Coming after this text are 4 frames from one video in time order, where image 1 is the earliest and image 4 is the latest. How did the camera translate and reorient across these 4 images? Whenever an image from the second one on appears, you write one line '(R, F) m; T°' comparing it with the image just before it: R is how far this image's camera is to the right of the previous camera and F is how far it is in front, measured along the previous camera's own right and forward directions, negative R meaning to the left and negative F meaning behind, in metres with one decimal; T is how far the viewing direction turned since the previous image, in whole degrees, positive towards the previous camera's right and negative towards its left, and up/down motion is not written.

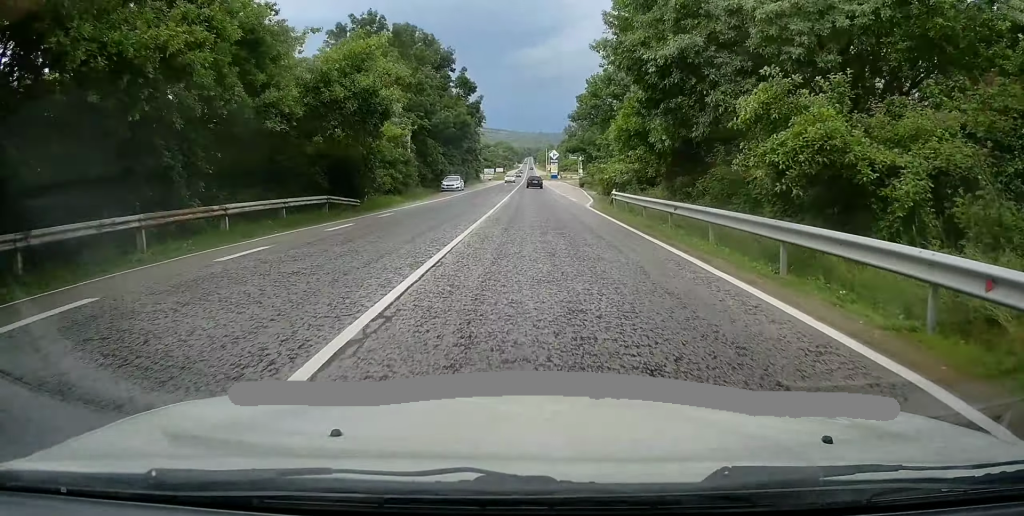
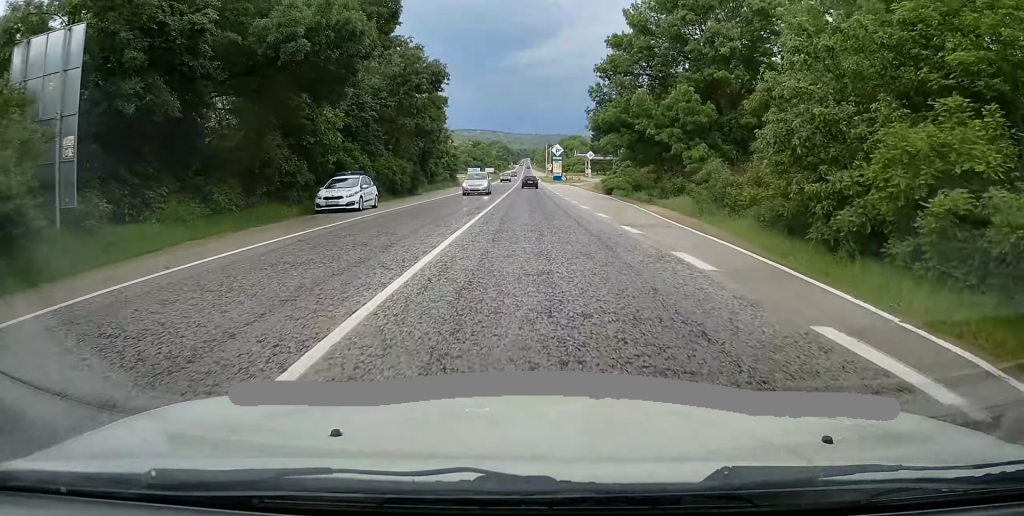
(+0.9, +34.5) m; +2°
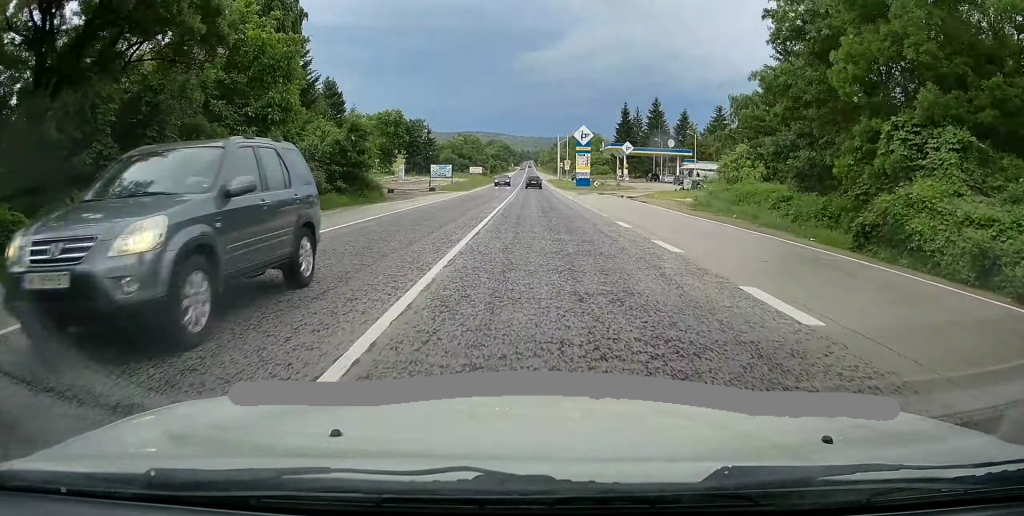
(-0.5, +51.6) m; -1°
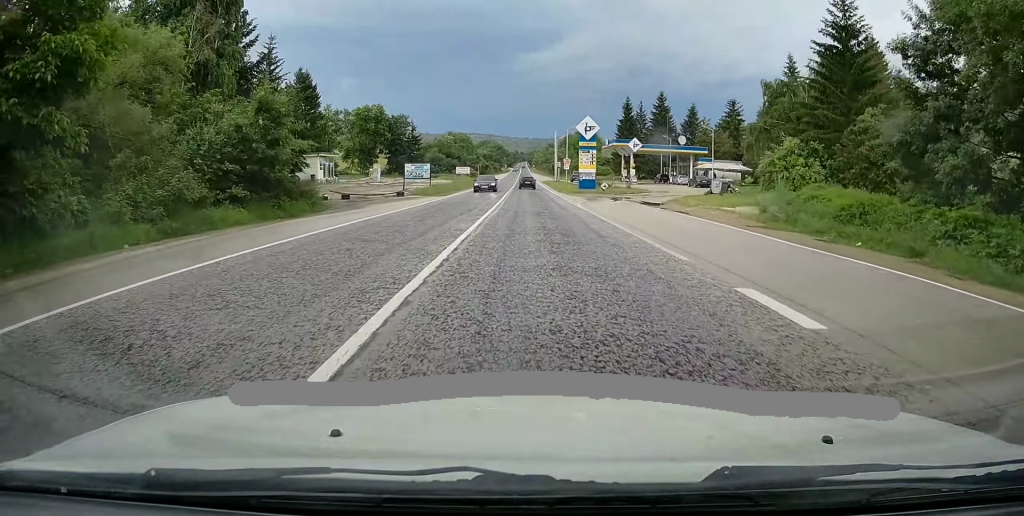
(-0.1, +12.1) m; -1°
